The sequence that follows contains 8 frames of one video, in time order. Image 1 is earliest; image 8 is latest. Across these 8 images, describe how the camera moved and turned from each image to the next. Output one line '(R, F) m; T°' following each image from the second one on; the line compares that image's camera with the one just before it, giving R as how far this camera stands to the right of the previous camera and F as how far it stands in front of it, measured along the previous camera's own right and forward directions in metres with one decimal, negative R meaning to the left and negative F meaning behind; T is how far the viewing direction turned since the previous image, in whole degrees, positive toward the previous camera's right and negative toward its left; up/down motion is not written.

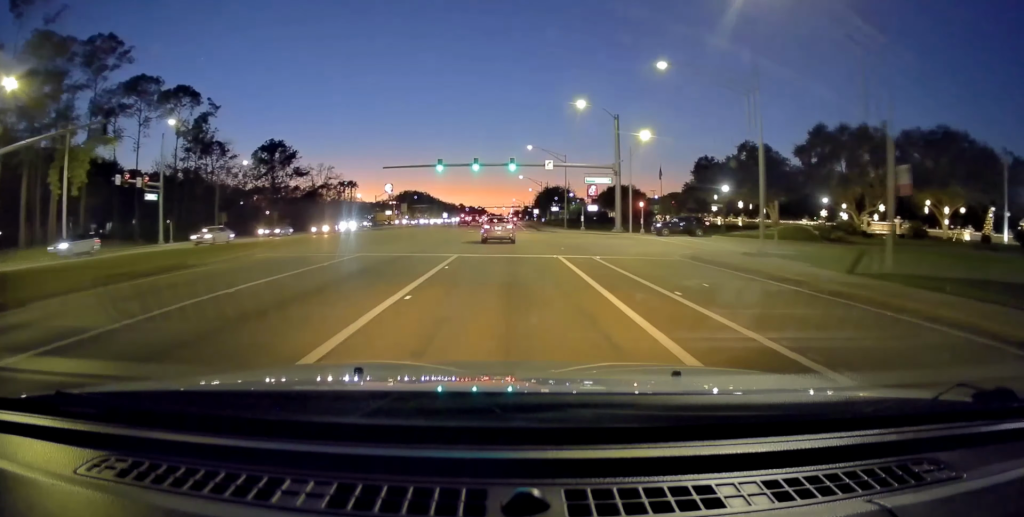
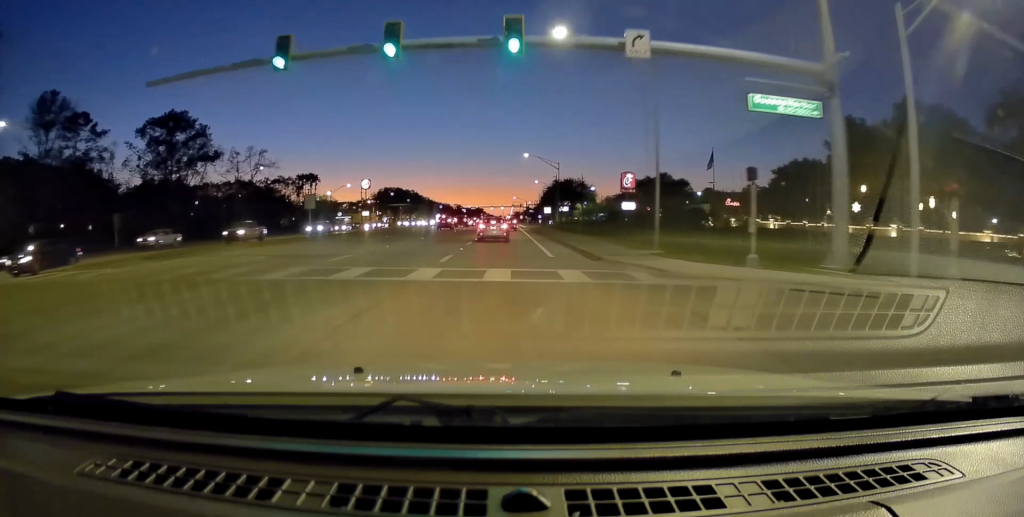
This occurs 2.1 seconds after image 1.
(-0.1, +44.4) m; 0°
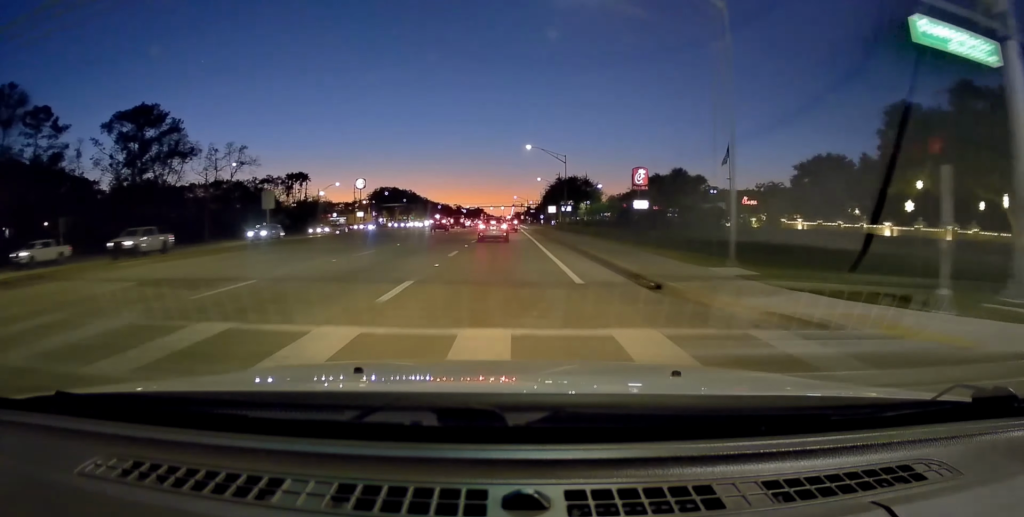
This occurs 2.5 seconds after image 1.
(-0.2, +9.6) m; 0°
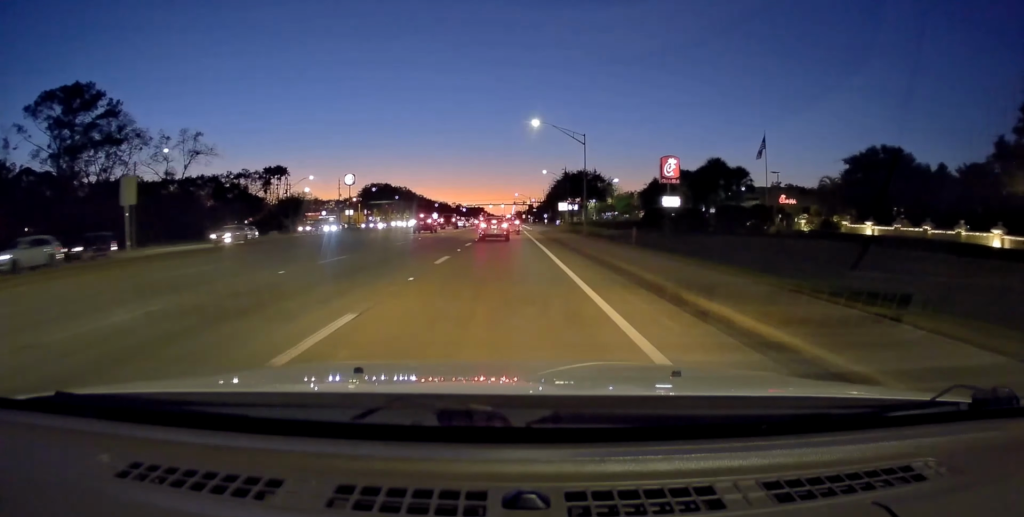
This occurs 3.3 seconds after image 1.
(+0.5, +17.3) m; +1°
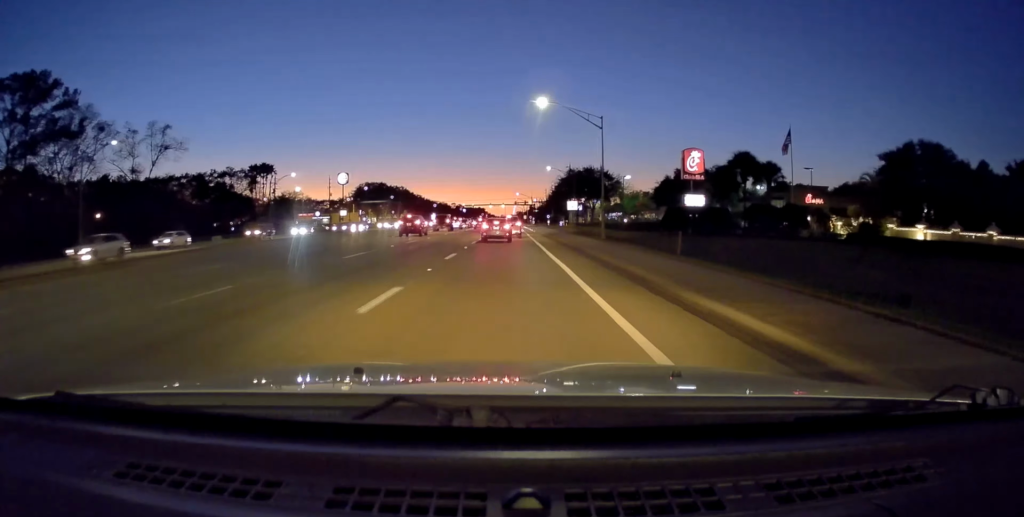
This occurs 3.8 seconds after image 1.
(0.0, +9.6) m; 0°
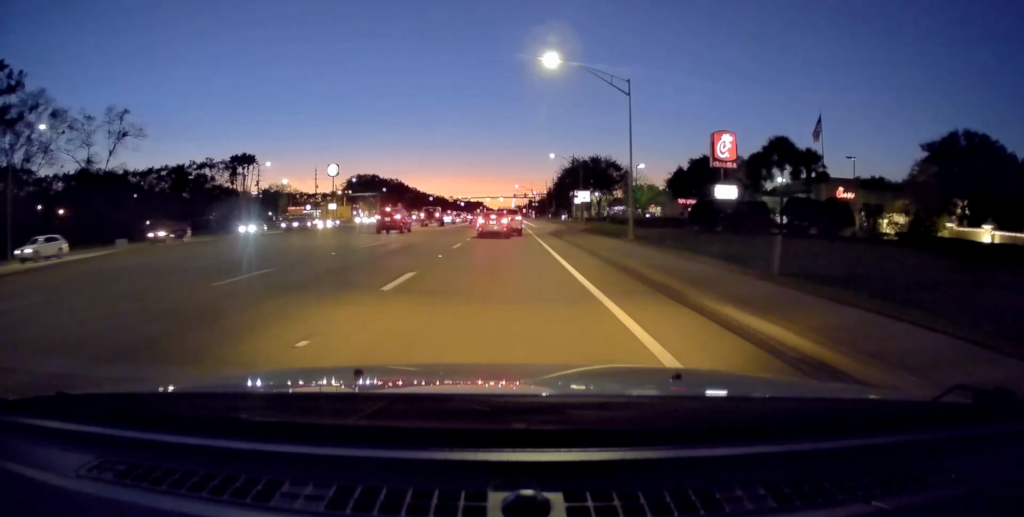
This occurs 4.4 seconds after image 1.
(+0.1, +10.8) m; -1°
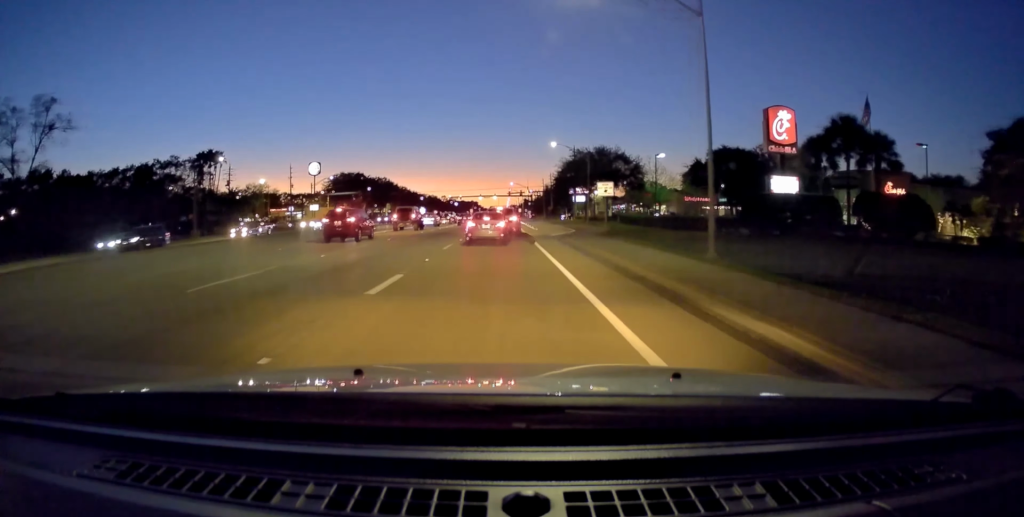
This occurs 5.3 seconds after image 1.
(-0.5, +16.9) m; +1°
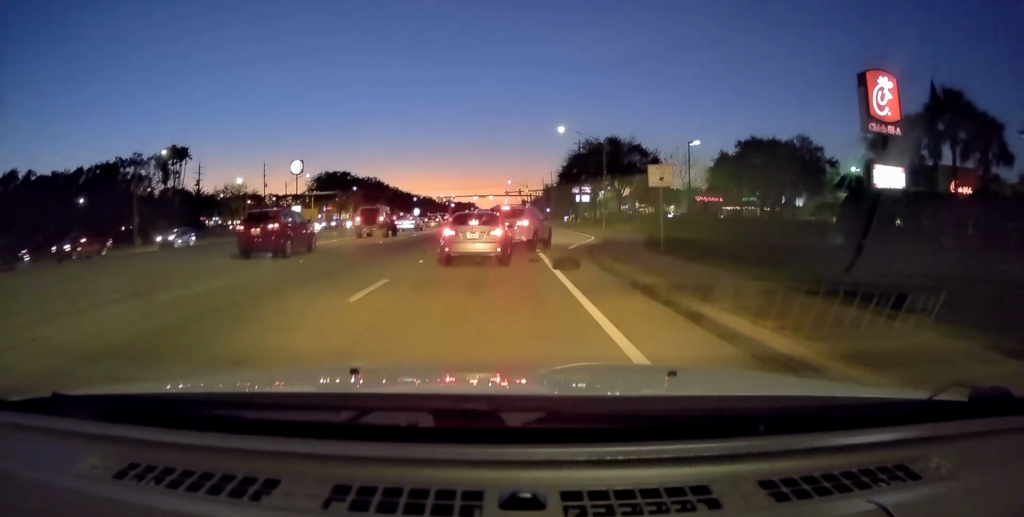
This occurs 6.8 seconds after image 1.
(+0.7, +19.7) m; +1°
